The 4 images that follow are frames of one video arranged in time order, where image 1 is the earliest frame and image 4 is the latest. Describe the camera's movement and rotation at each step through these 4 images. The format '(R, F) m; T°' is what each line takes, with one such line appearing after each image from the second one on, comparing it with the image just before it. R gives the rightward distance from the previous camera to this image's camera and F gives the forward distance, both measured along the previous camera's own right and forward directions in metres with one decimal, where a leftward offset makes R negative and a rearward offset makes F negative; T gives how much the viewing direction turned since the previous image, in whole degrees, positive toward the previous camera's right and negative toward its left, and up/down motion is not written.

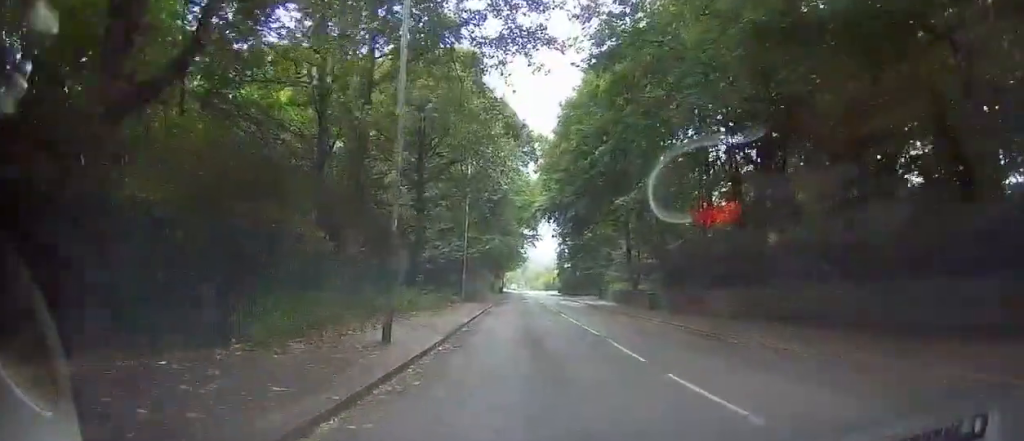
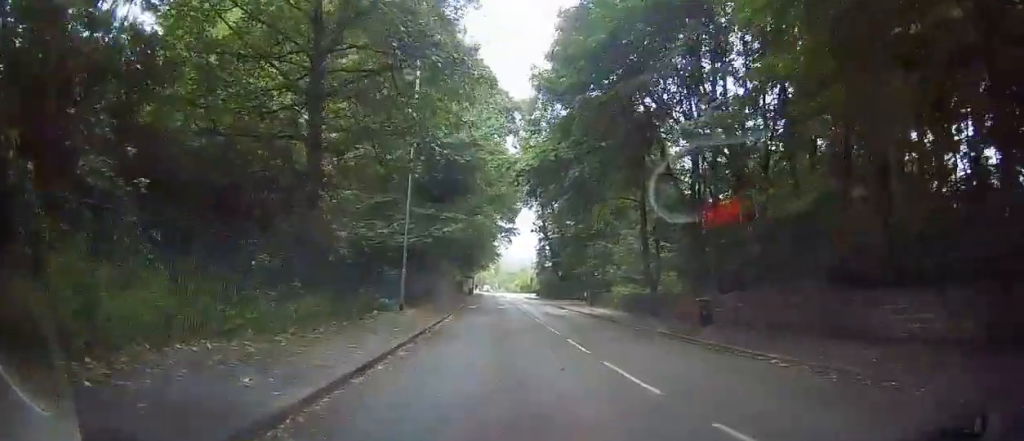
(+1.4, +17.0) m; -4°
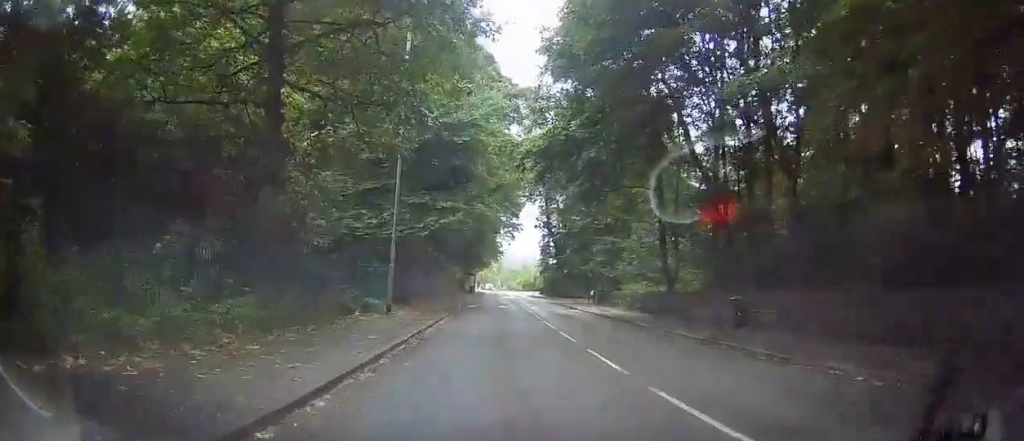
(-0.2, +3.8) m; -3°
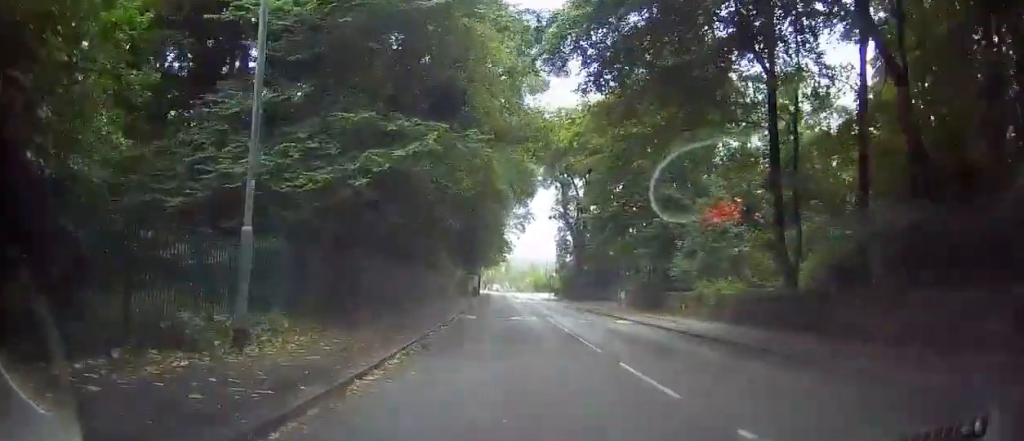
(-0.8, +14.8) m; +7°
